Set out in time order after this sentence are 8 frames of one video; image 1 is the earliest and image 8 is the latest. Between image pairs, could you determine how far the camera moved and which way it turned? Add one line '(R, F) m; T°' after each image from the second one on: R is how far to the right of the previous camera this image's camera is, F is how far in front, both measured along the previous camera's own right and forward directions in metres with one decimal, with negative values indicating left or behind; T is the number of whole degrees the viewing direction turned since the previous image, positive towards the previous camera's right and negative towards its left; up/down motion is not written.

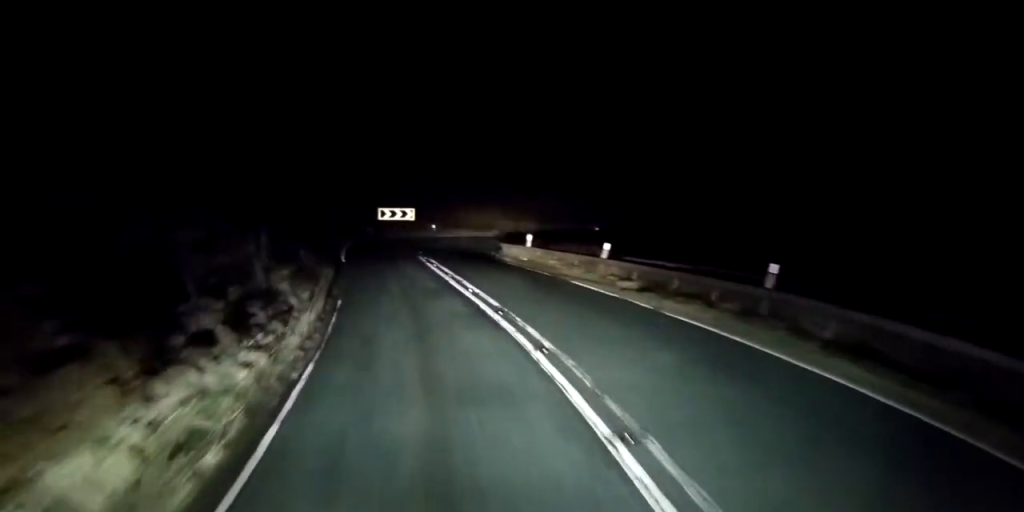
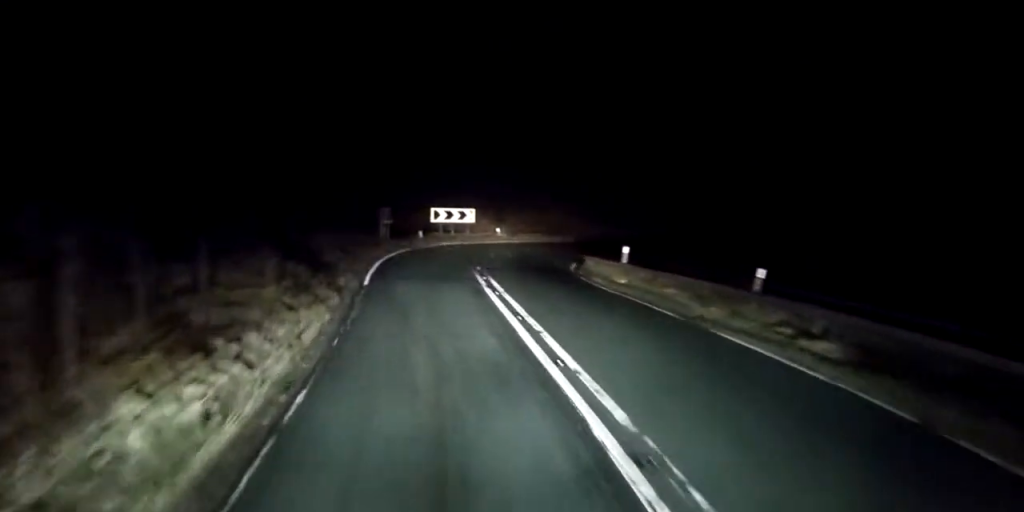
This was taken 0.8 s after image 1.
(0.0, +7.6) m; -3°
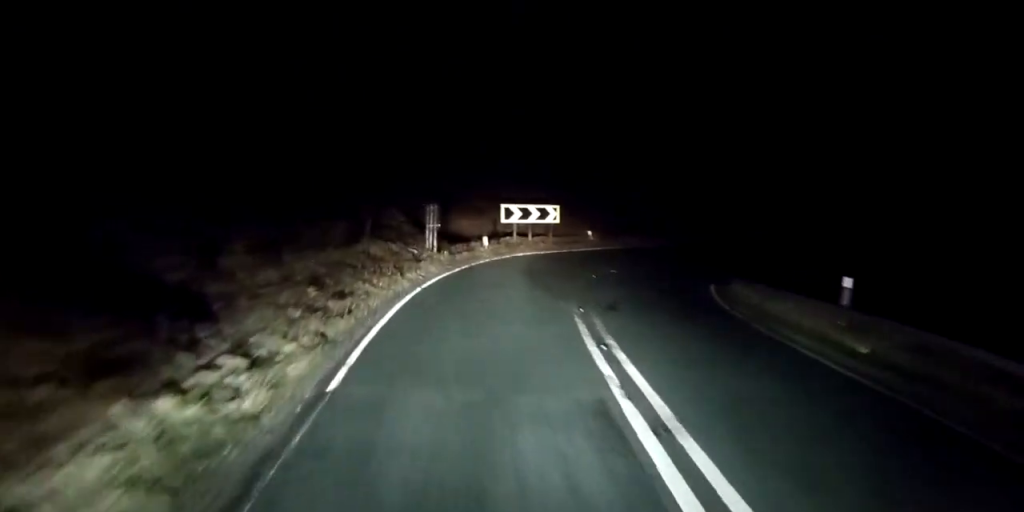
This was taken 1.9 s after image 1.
(-0.8, +9.8) m; -12°
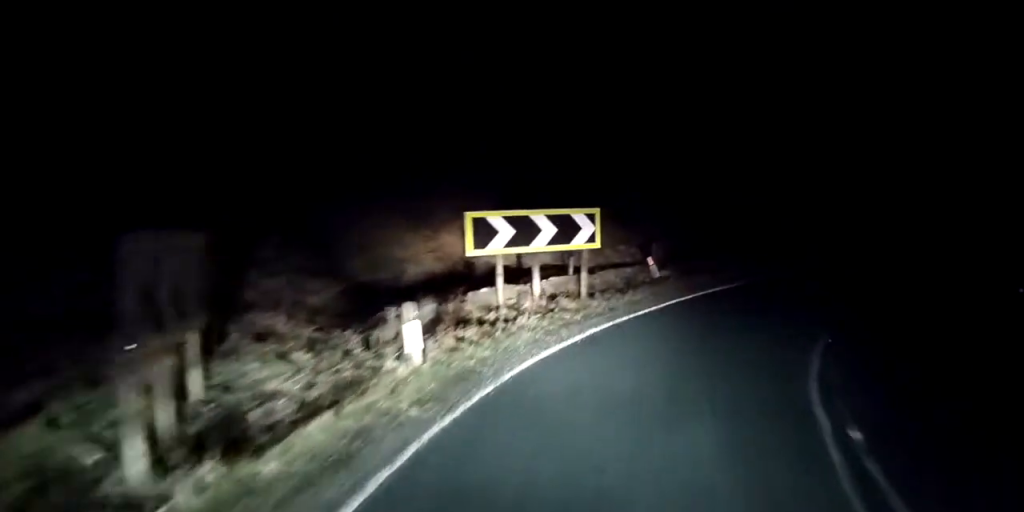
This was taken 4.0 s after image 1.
(-0.8, +16.3) m; +10°
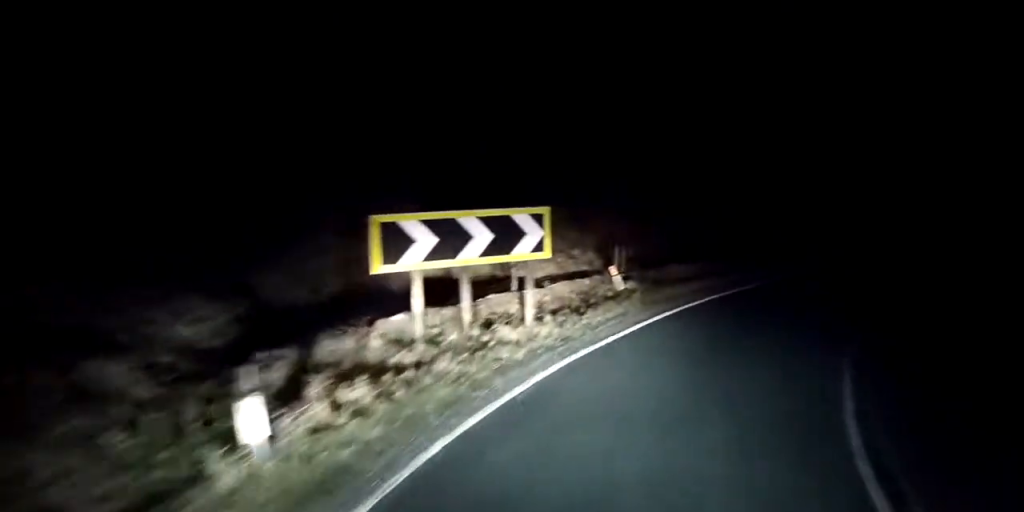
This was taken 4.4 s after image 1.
(0.0, +2.9) m; +6°
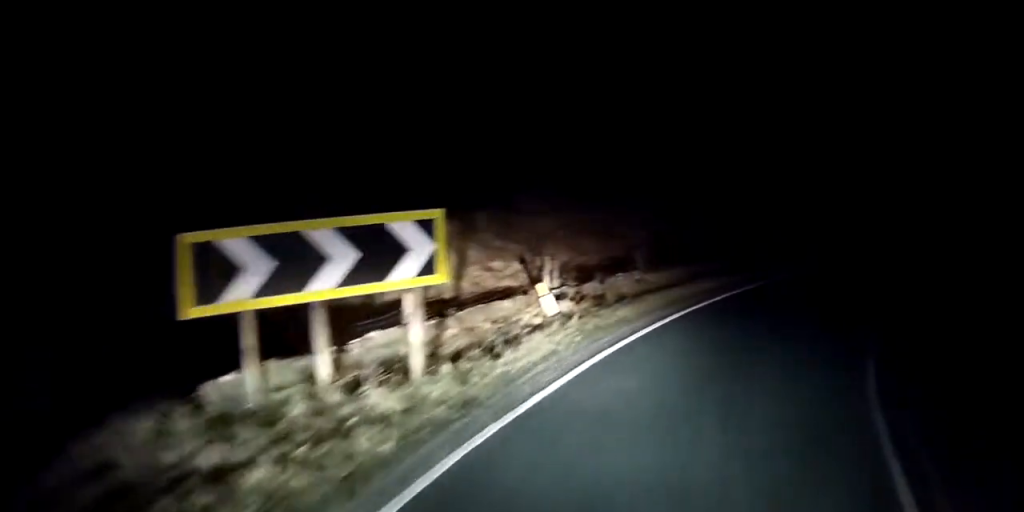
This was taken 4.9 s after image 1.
(+0.3, +3.0) m; +7°
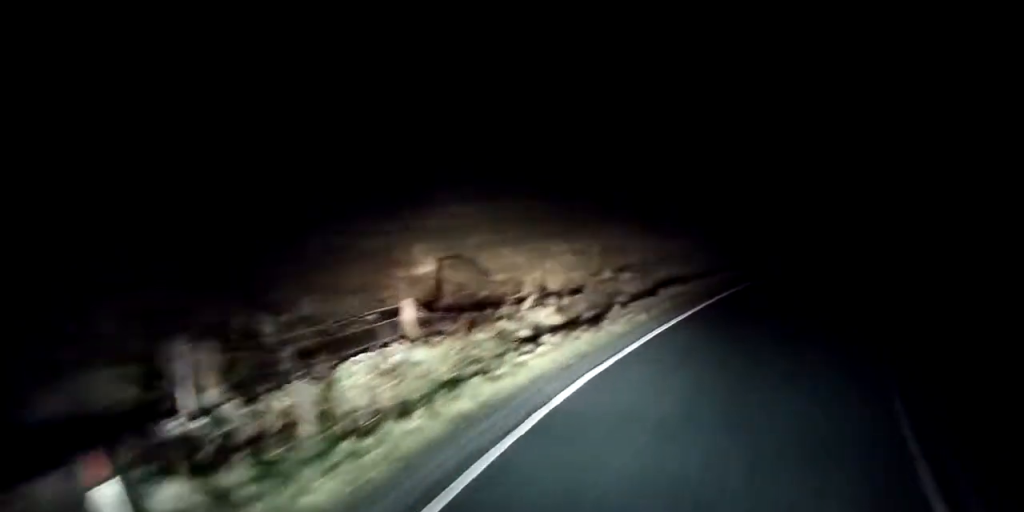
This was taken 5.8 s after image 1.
(+0.9, +6.8) m; +14°
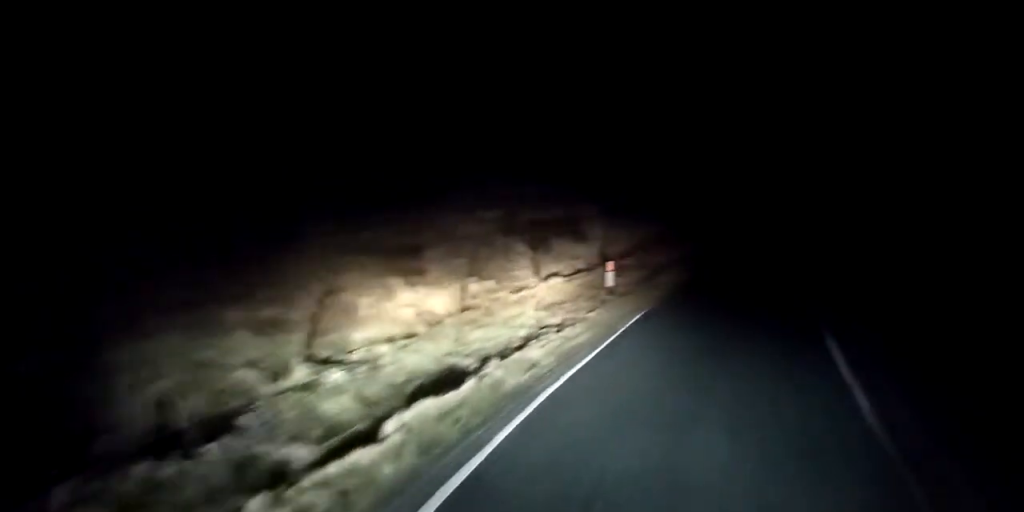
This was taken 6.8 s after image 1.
(+0.8, +7.5) m; +10°
